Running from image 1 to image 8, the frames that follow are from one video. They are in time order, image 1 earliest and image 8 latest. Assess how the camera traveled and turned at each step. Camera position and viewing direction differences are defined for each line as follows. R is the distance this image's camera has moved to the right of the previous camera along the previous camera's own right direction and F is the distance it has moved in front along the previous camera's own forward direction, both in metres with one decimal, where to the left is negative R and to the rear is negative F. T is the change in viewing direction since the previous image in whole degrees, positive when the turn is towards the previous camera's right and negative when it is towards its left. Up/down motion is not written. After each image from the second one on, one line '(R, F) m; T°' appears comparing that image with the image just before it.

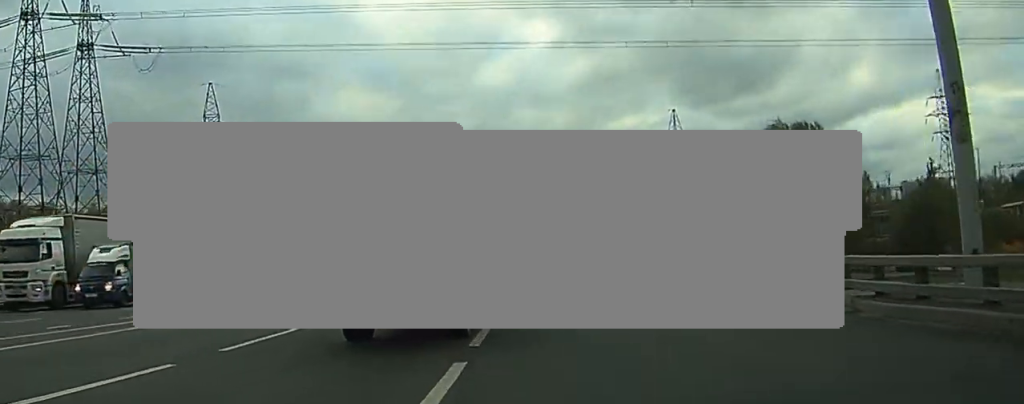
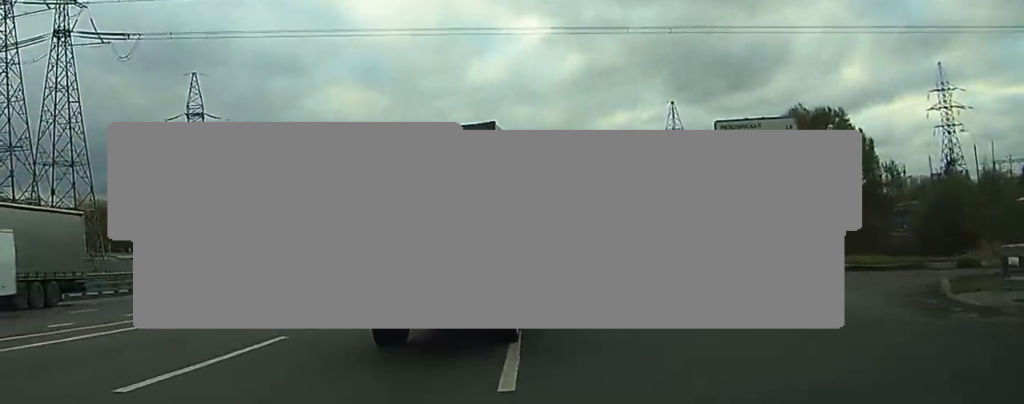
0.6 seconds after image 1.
(+0.1, +4.7) m; +1°
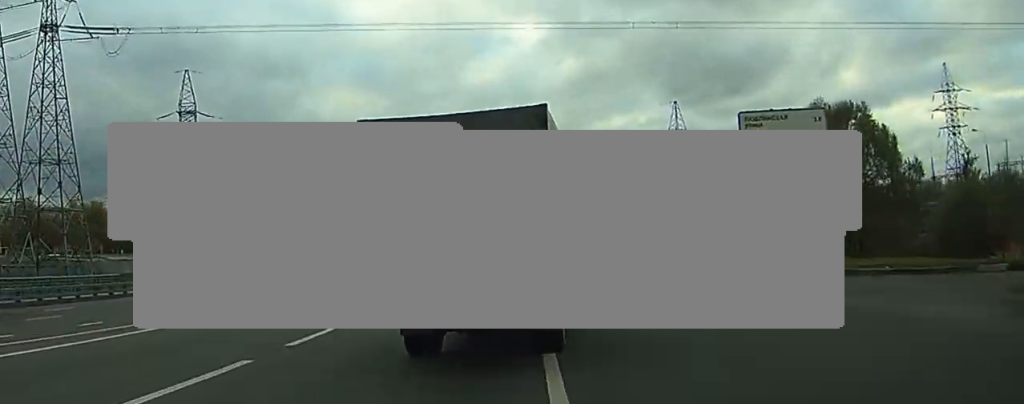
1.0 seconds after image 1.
(0.0, +3.2) m; +1°
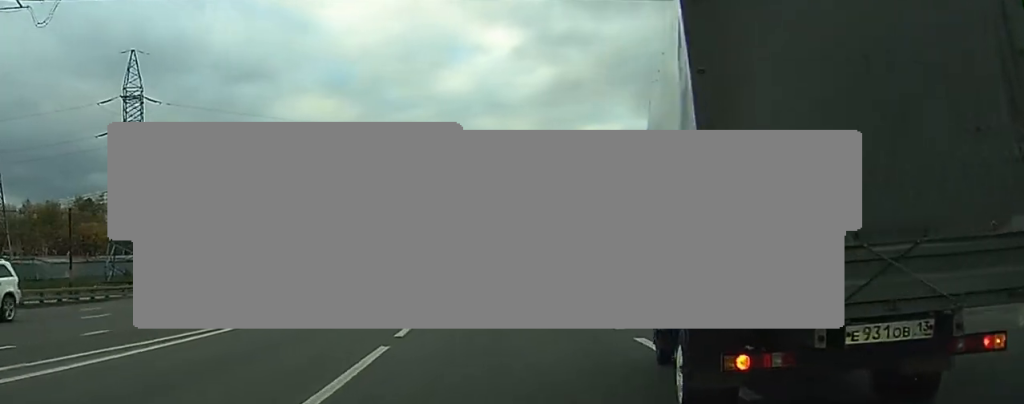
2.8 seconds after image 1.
(+0.6, +14.0) m; +4°
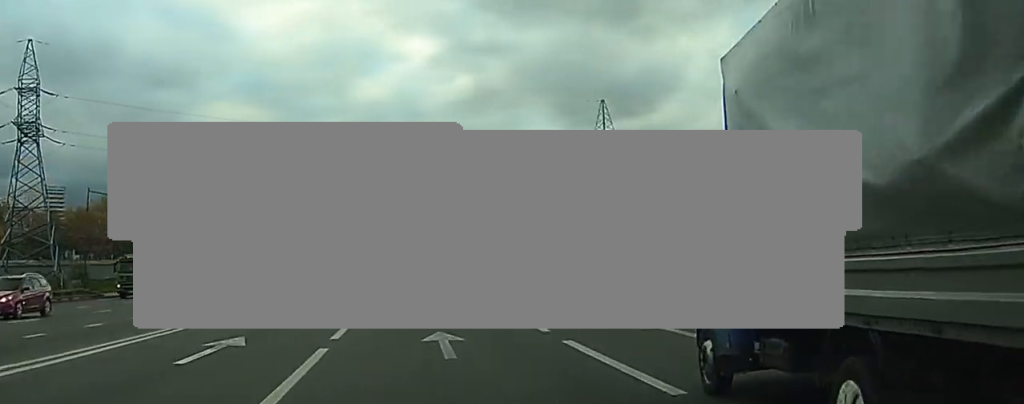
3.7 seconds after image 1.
(0.0, +7.2) m; +1°
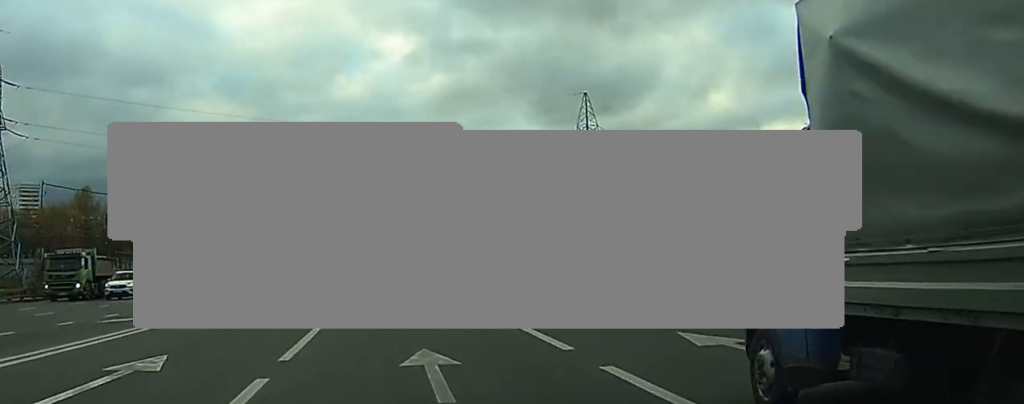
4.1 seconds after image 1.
(0.0, +3.9) m; 0°
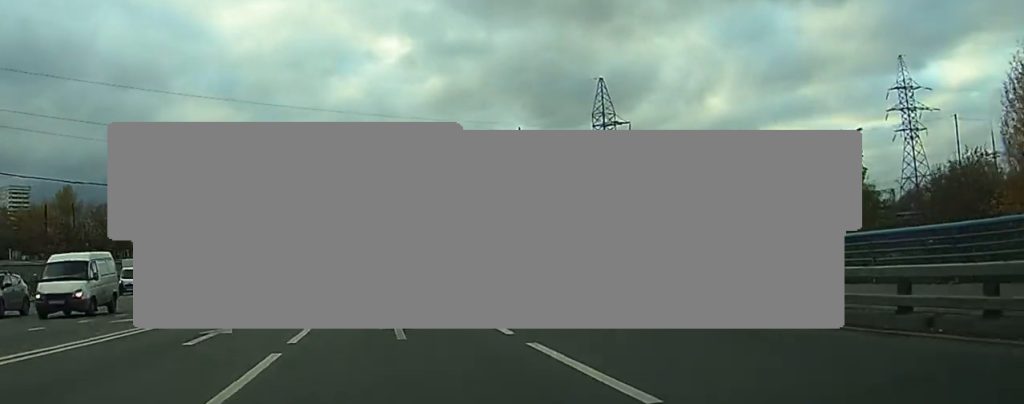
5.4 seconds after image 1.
(+0.1, +11.3) m; +1°
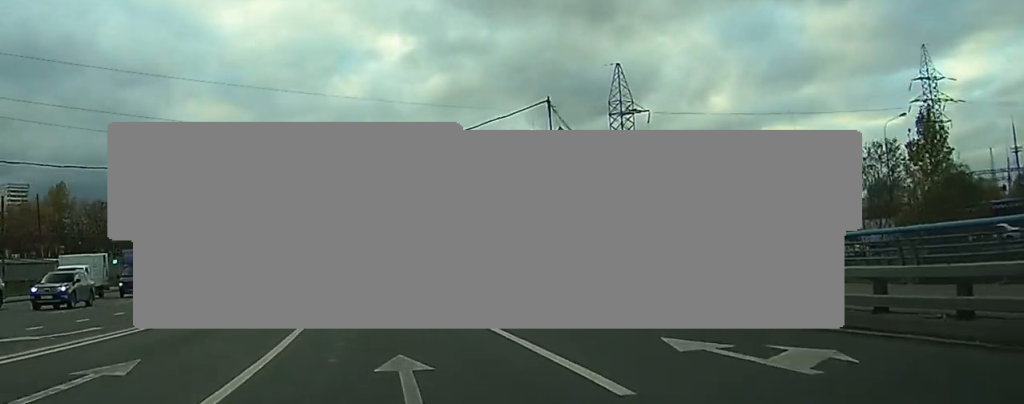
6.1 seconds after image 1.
(0.0, +6.8) m; 0°
